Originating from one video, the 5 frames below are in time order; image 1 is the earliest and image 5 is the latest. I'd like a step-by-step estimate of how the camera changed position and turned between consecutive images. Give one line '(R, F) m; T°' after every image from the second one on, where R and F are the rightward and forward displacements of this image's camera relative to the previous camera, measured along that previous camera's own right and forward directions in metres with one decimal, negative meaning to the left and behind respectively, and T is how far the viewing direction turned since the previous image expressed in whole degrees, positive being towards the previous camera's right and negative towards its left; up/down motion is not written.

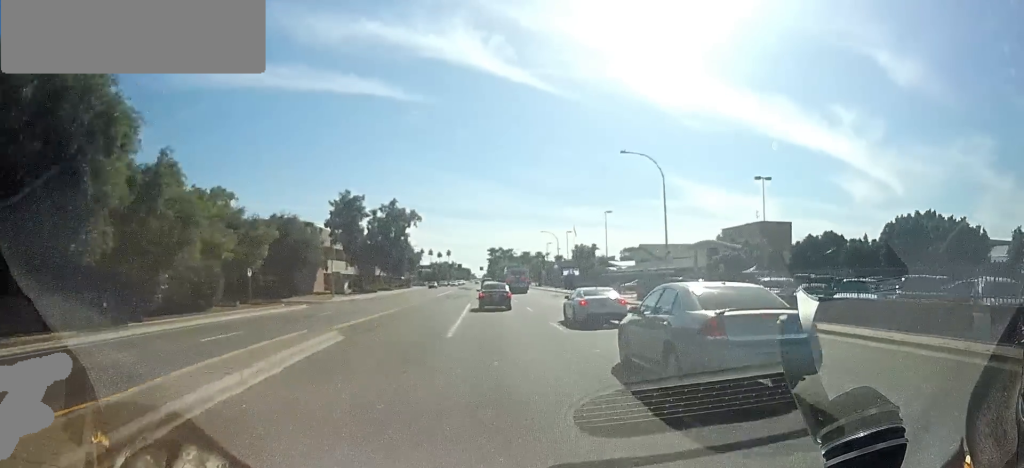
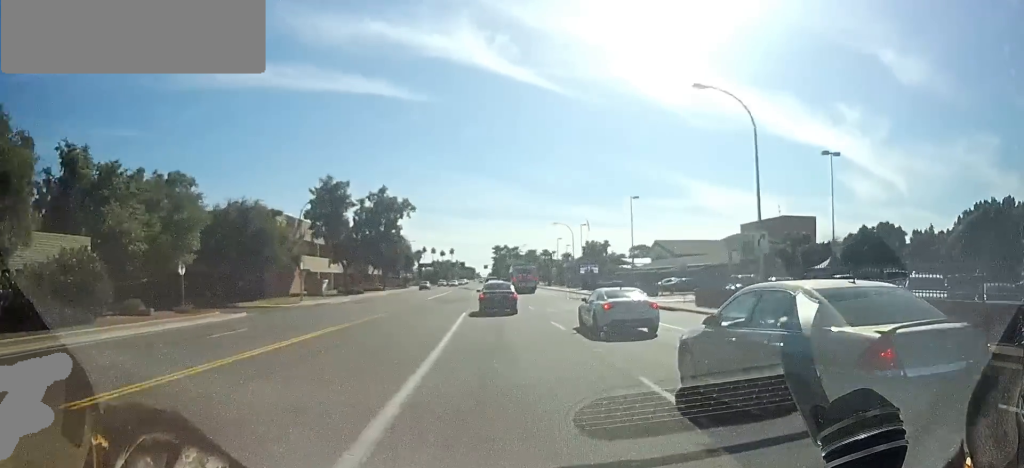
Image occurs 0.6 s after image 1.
(0.0, +11.1) m; 0°
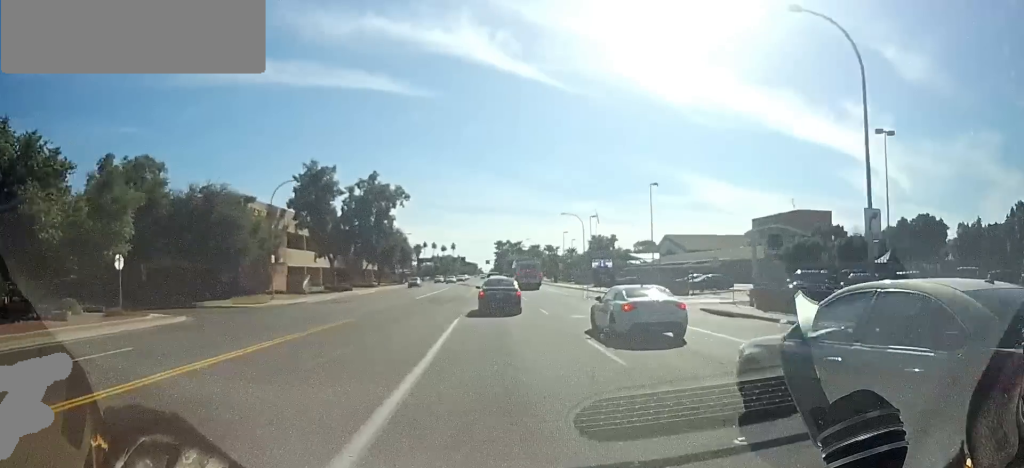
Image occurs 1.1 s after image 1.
(-0.1, +7.4) m; 0°
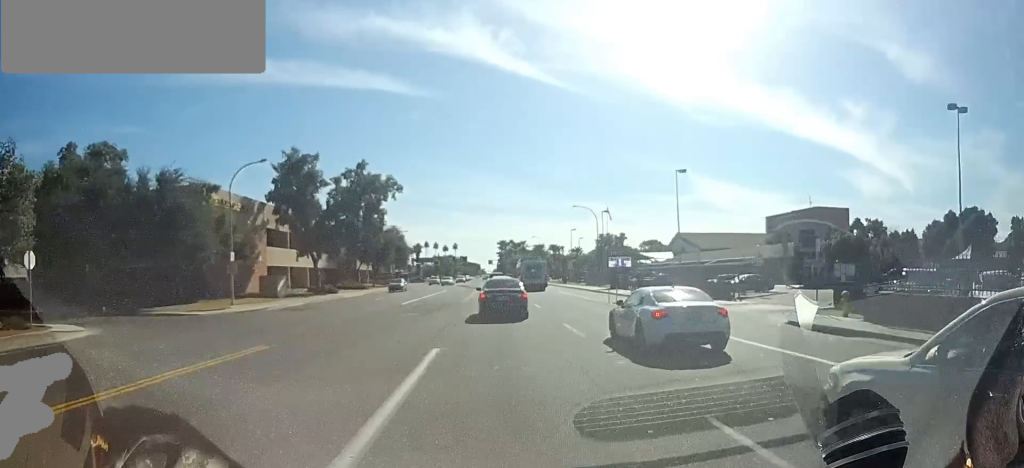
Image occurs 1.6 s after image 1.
(0.0, +8.3) m; 0°
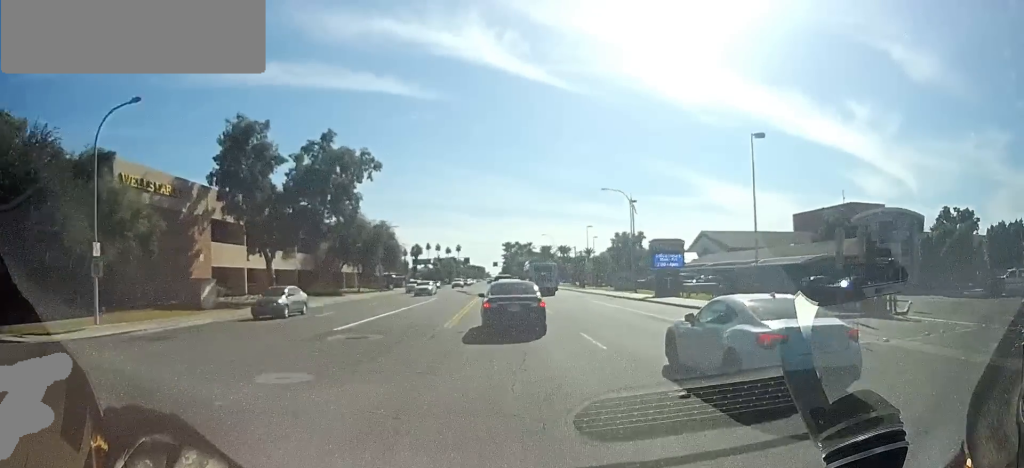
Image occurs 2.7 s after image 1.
(+0.1, +16.7) m; 0°
